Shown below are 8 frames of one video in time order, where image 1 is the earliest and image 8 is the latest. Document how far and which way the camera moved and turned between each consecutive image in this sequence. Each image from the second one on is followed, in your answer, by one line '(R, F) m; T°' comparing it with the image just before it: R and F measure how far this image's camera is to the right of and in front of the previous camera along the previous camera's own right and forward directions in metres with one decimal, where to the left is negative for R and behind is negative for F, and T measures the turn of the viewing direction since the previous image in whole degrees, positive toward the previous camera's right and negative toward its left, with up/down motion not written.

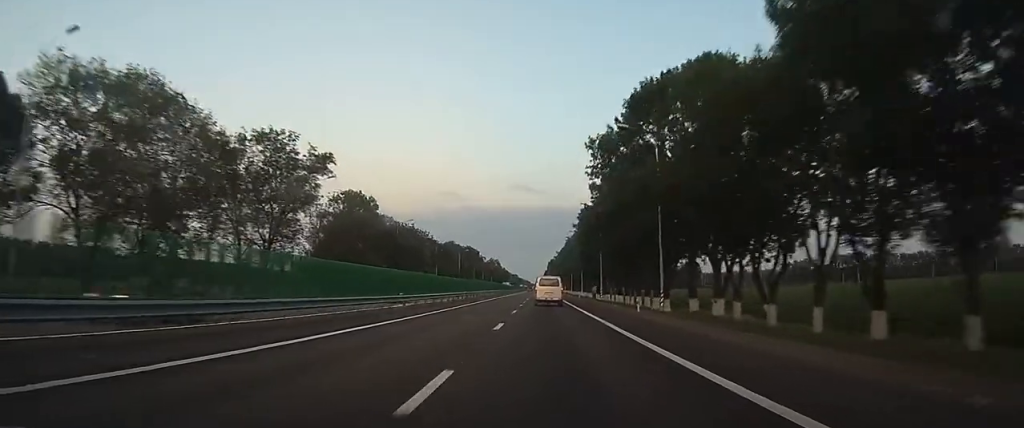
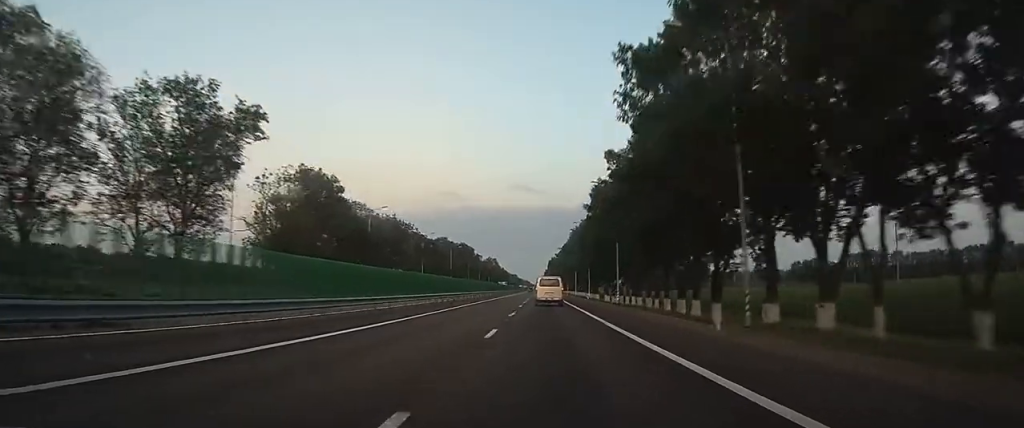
(0.0, +15.0) m; 0°
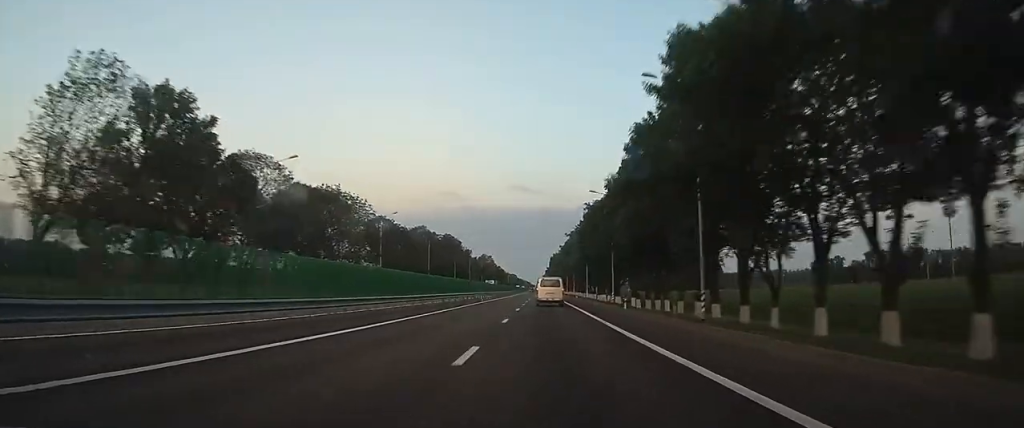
(0.0, +29.2) m; 0°
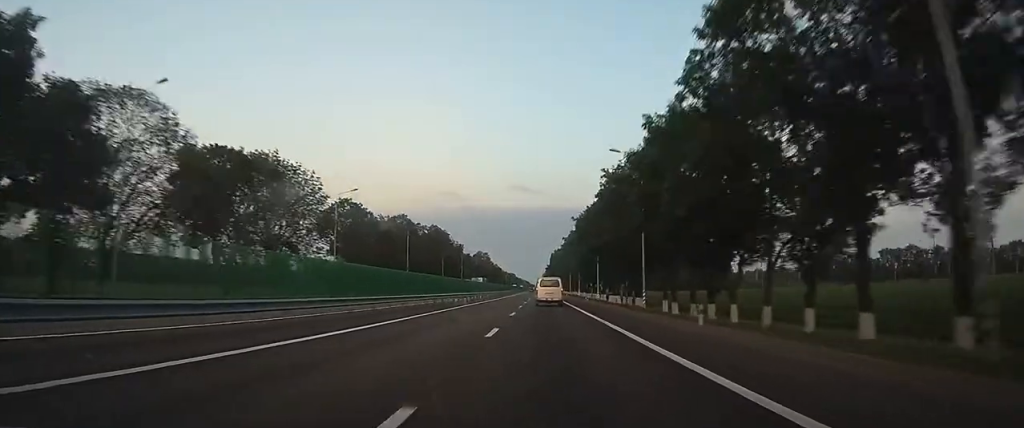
(0.0, +18.4) m; 0°
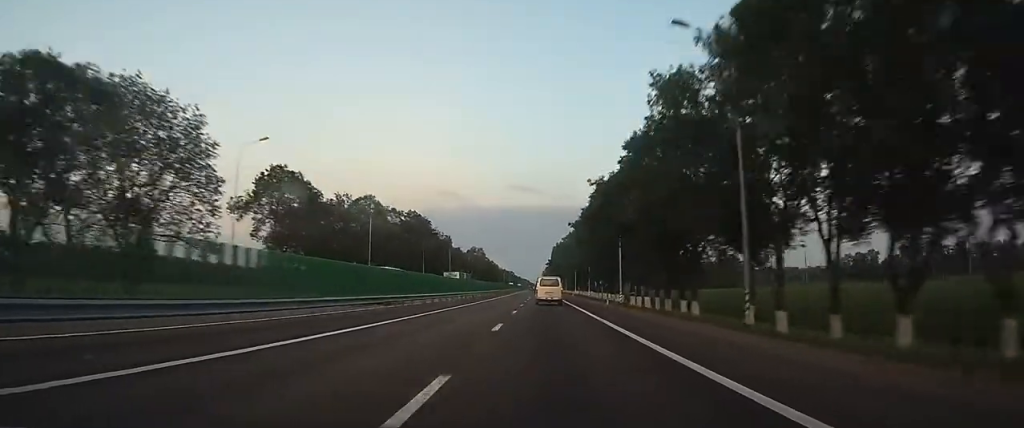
(+0.1, +21.8) m; 0°
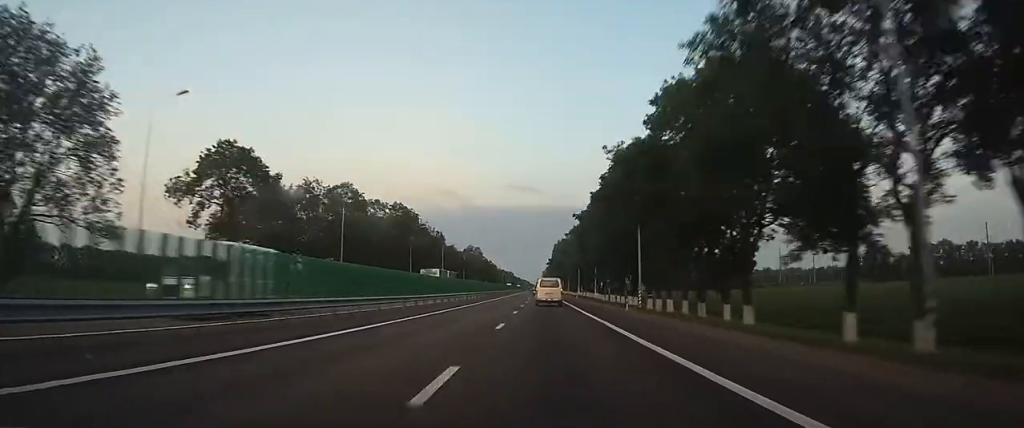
(0.0, +10.9) m; 0°
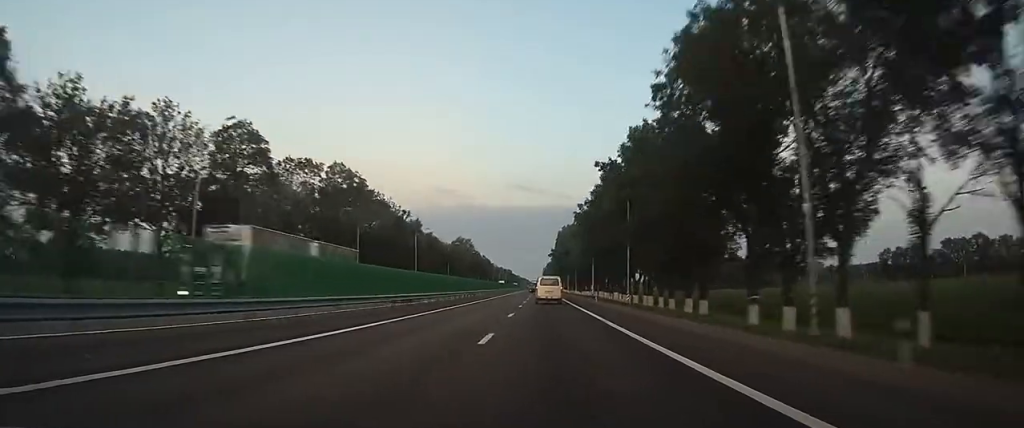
(0.0, +29.3) m; 0°
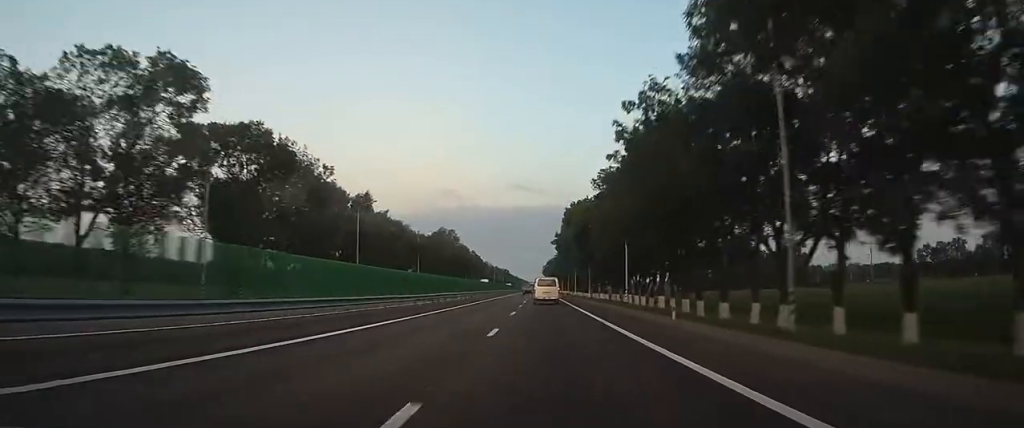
(0.0, +33.6) m; 0°
